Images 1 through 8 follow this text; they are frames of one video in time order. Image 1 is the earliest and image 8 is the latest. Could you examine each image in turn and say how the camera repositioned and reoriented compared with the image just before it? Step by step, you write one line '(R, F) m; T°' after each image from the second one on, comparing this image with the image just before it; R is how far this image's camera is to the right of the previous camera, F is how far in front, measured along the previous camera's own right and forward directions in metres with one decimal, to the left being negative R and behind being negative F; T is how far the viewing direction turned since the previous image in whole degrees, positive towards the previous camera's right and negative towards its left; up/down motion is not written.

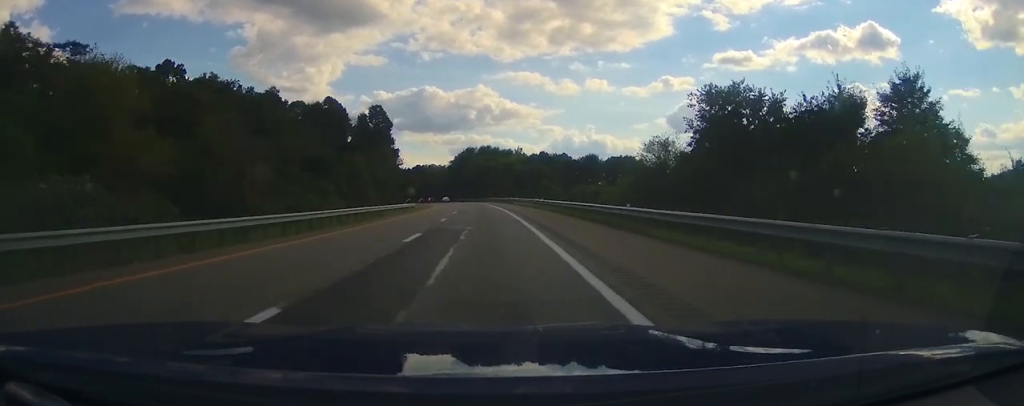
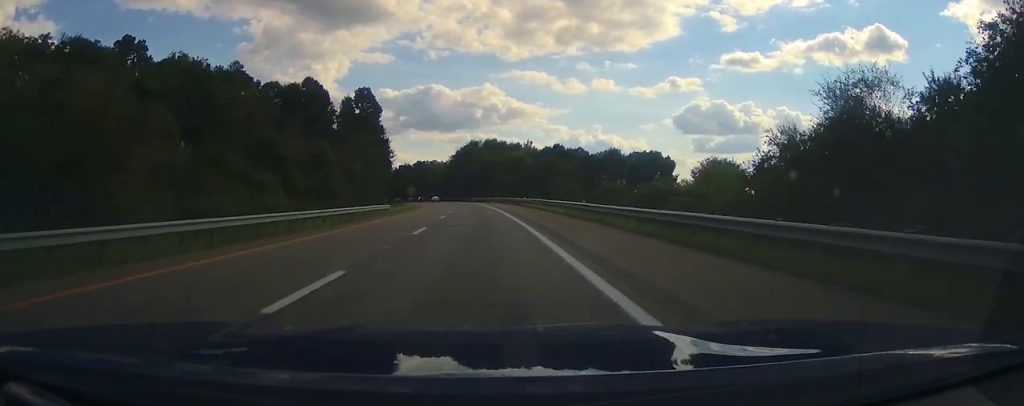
(-0.1, +21.5) m; -1°
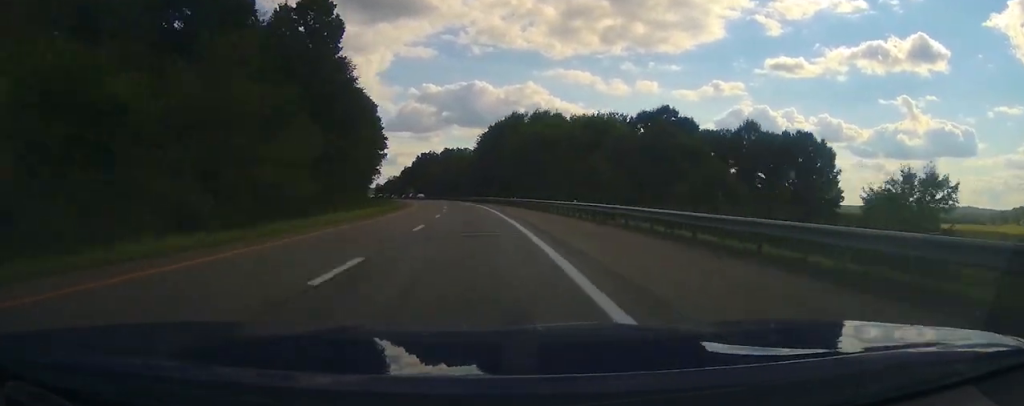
(-1.4, +59.4) m; -4°
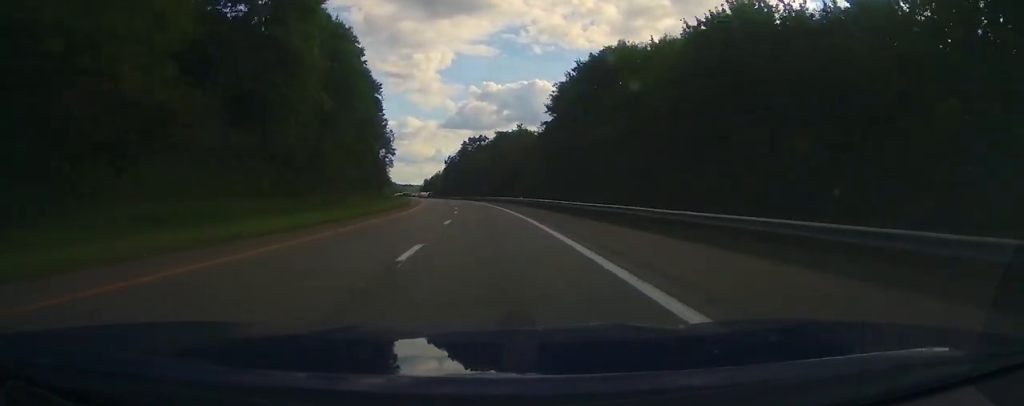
(-6.6, +58.0) m; -11°
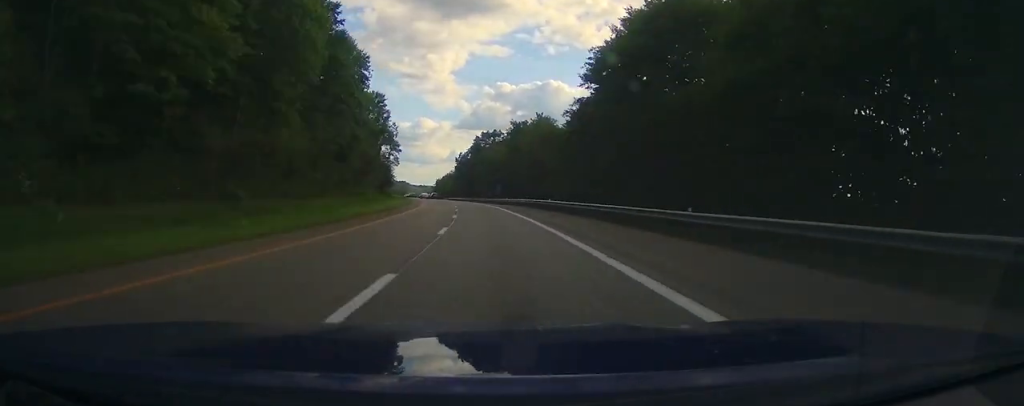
(-0.2, +17.5) m; -1°
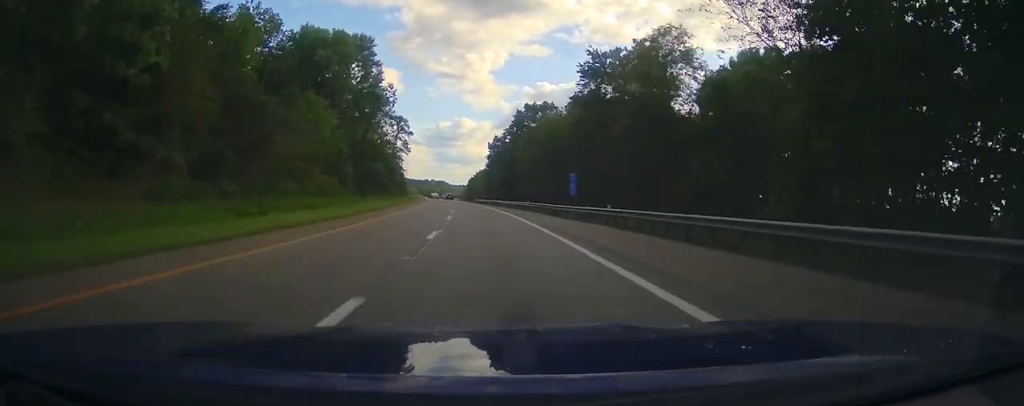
(0.0, +50.5) m; 0°
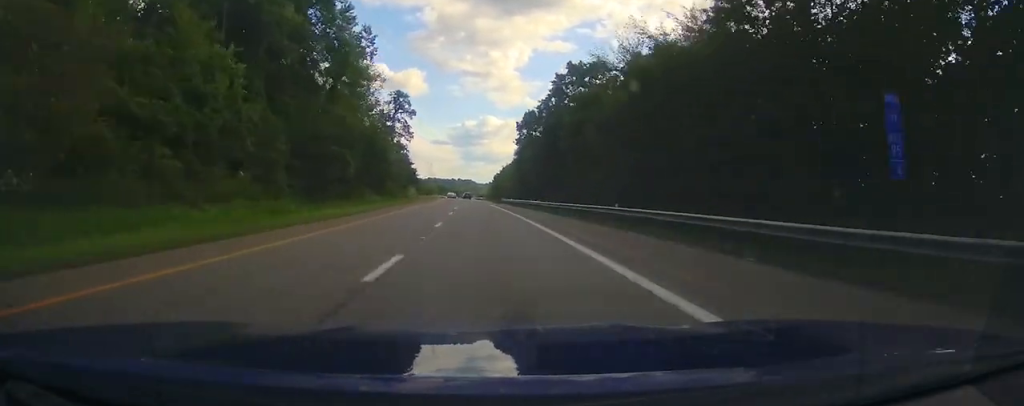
(0.0, +32.3) m; 0°
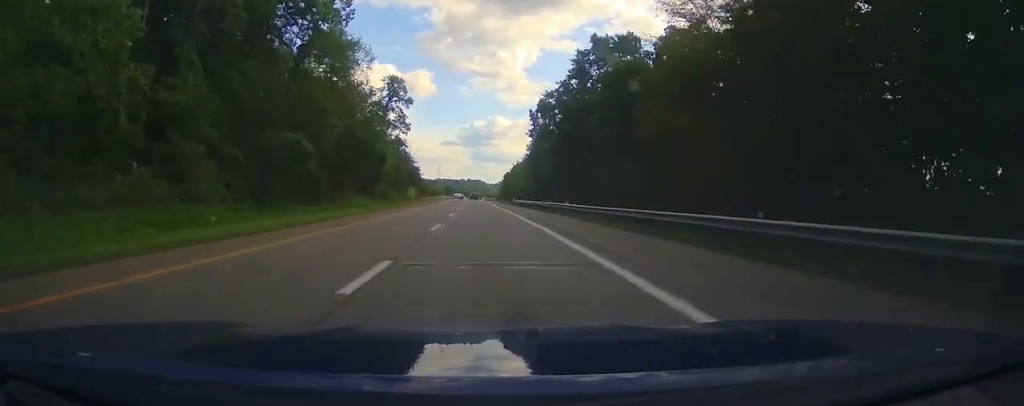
(0.0, +13.5) m; 0°
